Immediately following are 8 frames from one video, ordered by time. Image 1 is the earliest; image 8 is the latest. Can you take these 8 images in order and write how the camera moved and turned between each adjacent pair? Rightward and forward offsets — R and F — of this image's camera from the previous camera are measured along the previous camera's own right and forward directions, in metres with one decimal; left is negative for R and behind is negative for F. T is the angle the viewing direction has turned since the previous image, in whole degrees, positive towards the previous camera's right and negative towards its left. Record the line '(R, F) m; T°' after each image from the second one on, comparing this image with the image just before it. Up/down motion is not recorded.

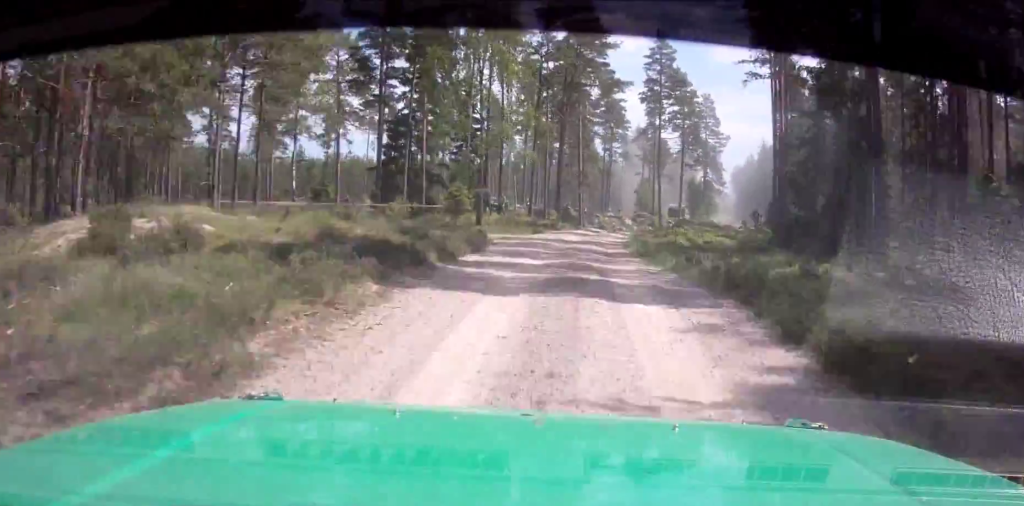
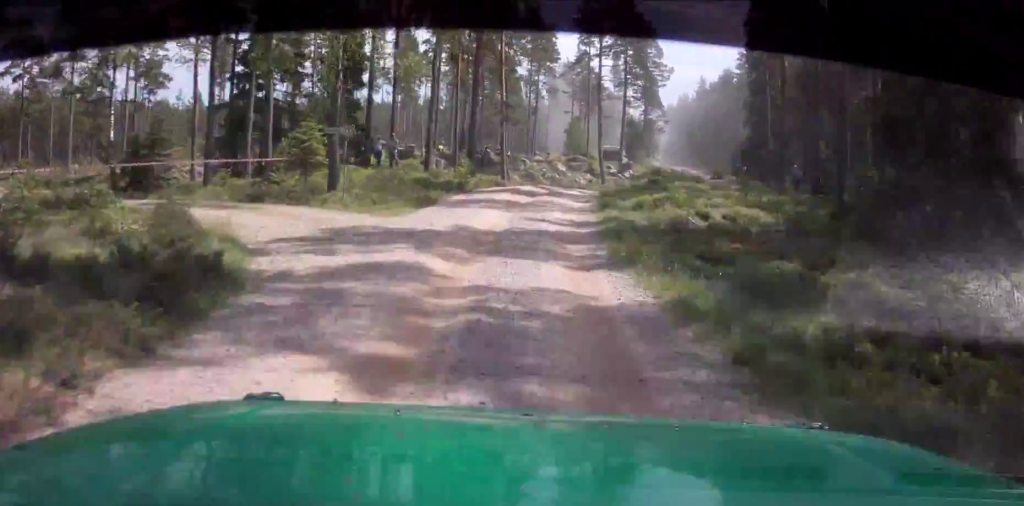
(-1.7, +16.1) m; 0°
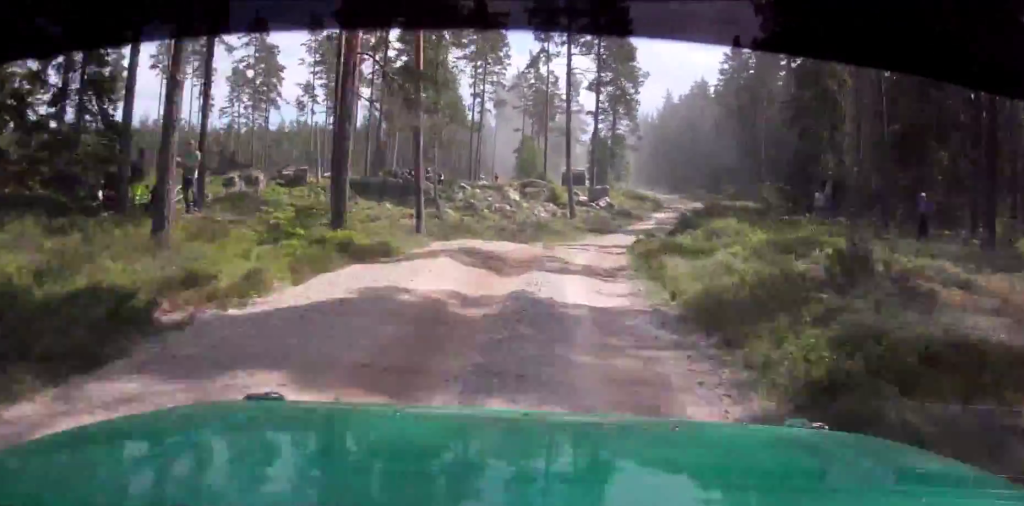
(+0.5, +20.9) m; +5°
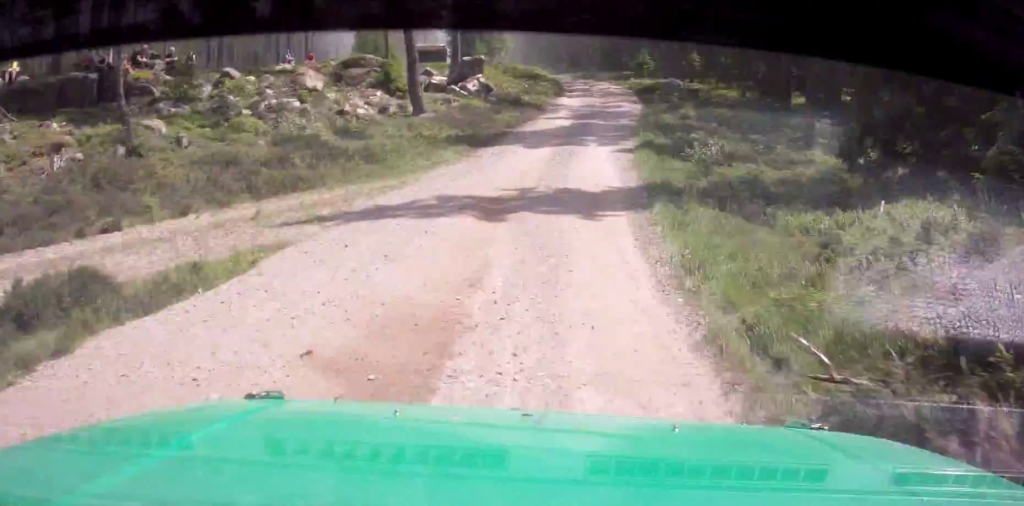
(+2.2, +25.6) m; +7°
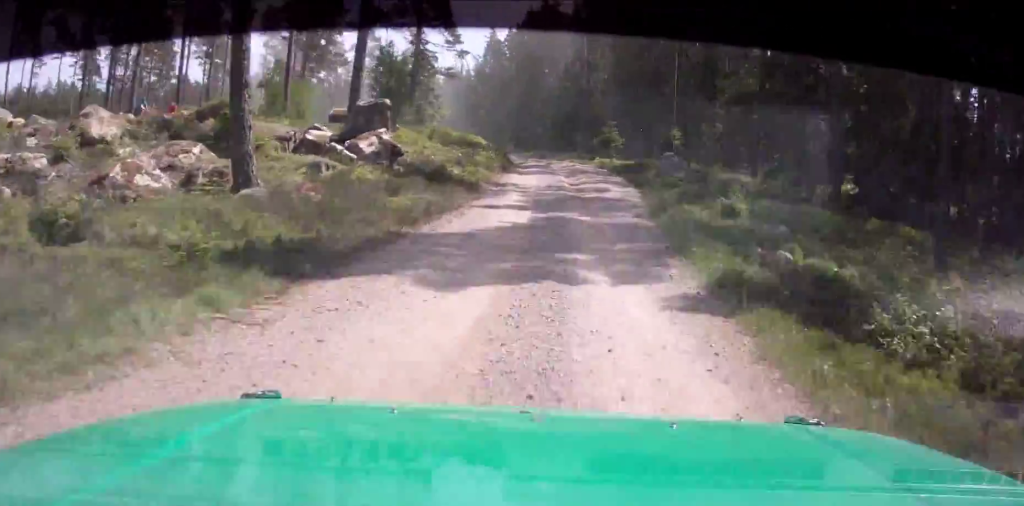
(+0.4, +13.3) m; +2°
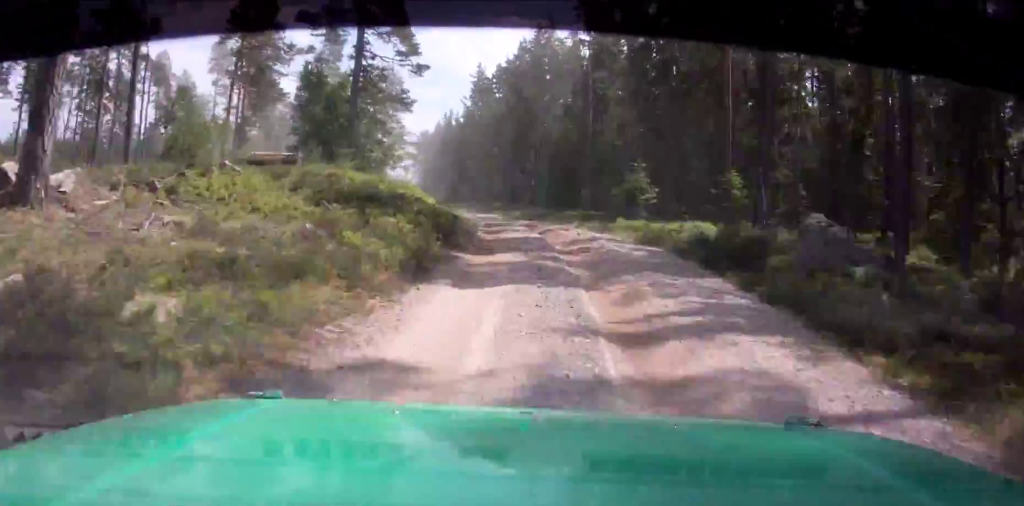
(+0.1, +16.2) m; 0°
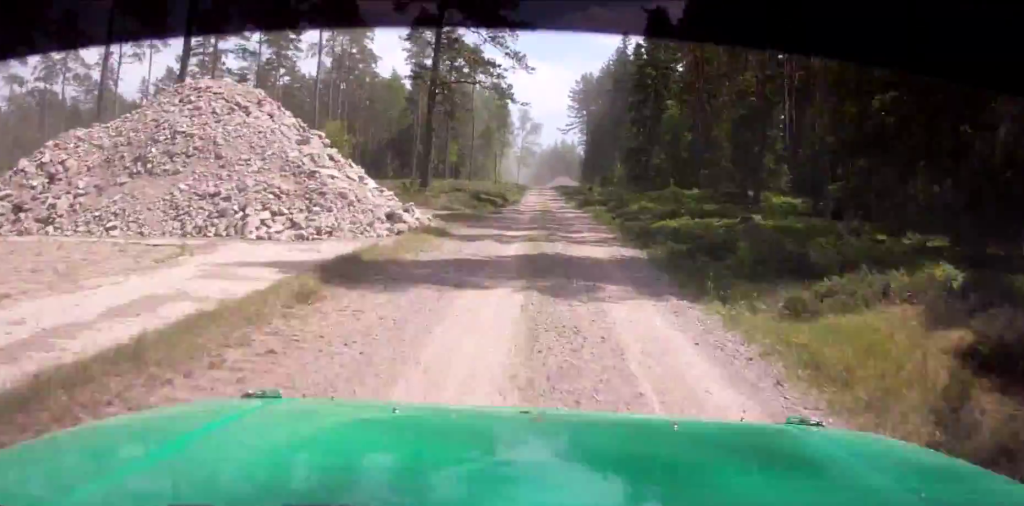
(-3.6, +70.6) m; -6°
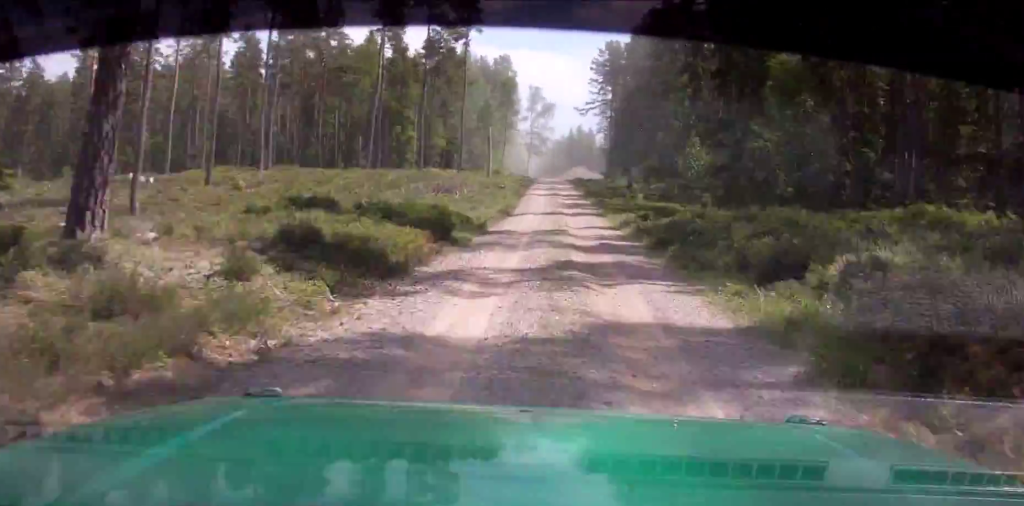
(-0.2, +30.8) m; 0°
